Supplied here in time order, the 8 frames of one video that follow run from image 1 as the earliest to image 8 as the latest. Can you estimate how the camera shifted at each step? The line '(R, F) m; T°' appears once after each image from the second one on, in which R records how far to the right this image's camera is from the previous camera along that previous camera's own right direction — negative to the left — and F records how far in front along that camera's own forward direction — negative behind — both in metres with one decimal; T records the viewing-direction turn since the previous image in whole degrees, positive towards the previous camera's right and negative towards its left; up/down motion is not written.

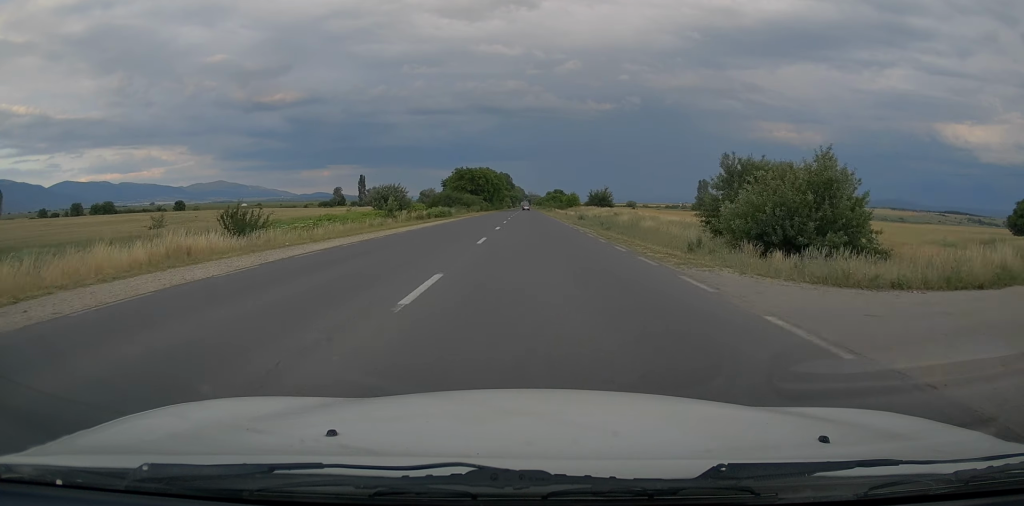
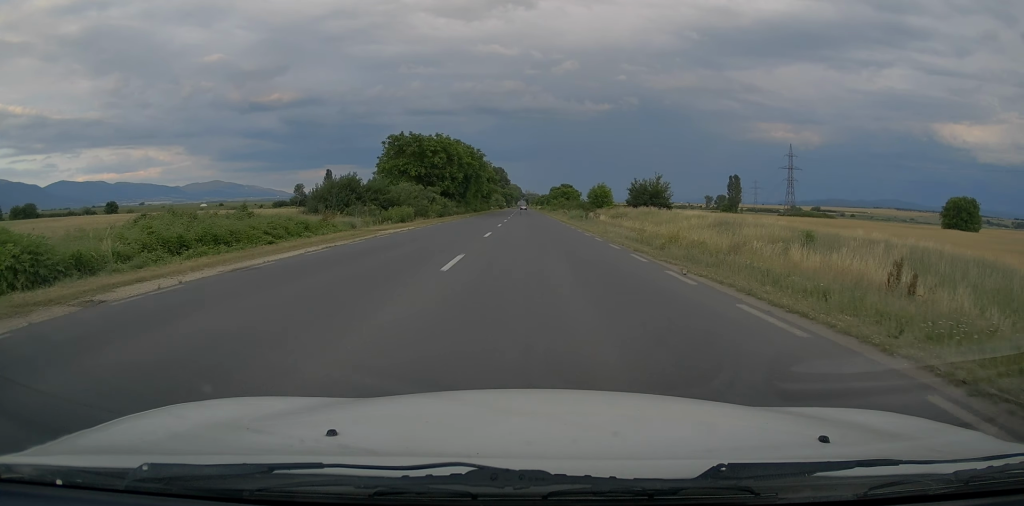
(+0.6, +63.2) m; +1°
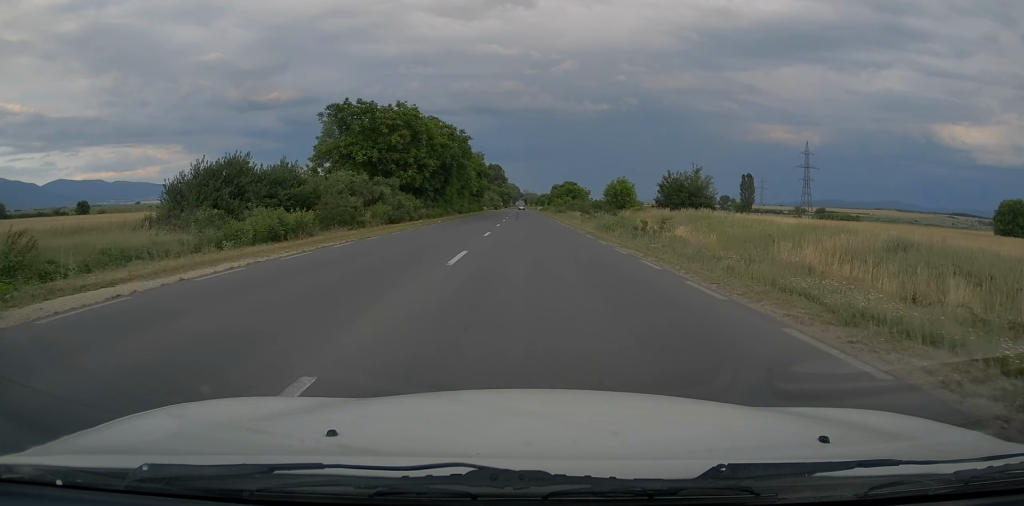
(0.0, +21.6) m; 0°
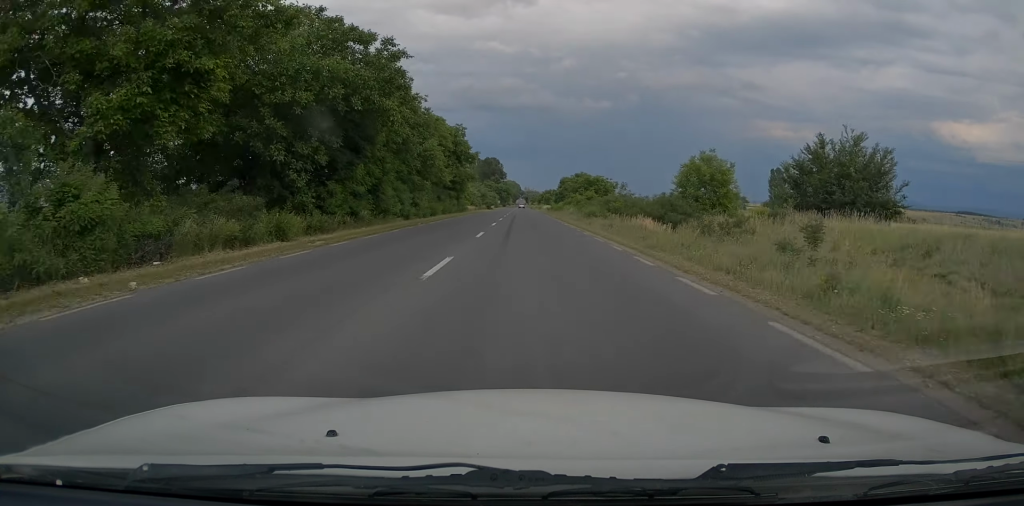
(0.0, +35.8) m; -1°
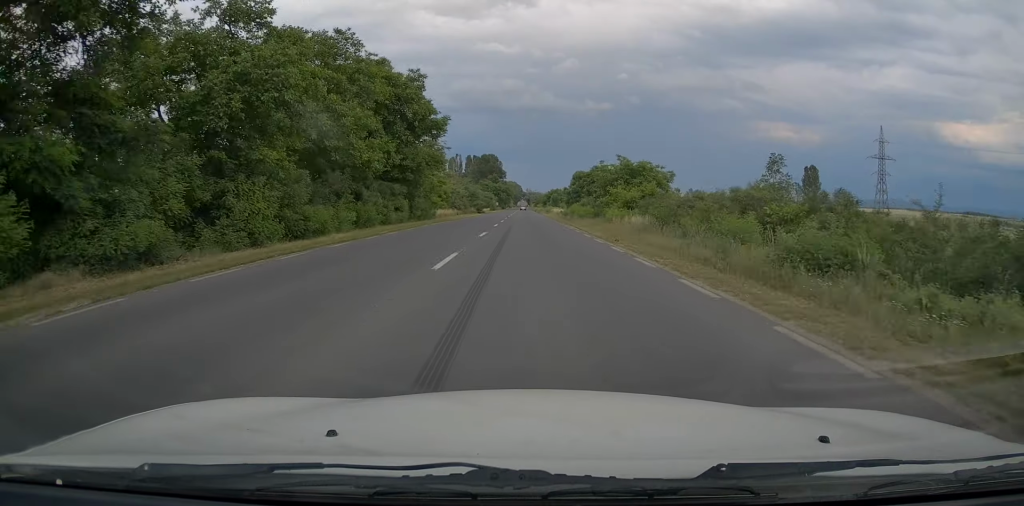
(-0.4, +32.1) m; 0°
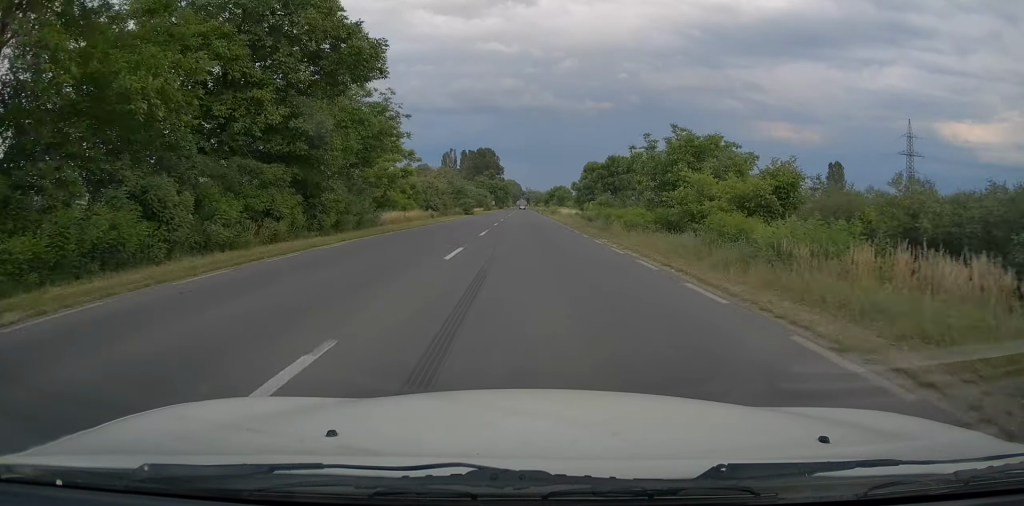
(+0.2, +20.6) m; +1°
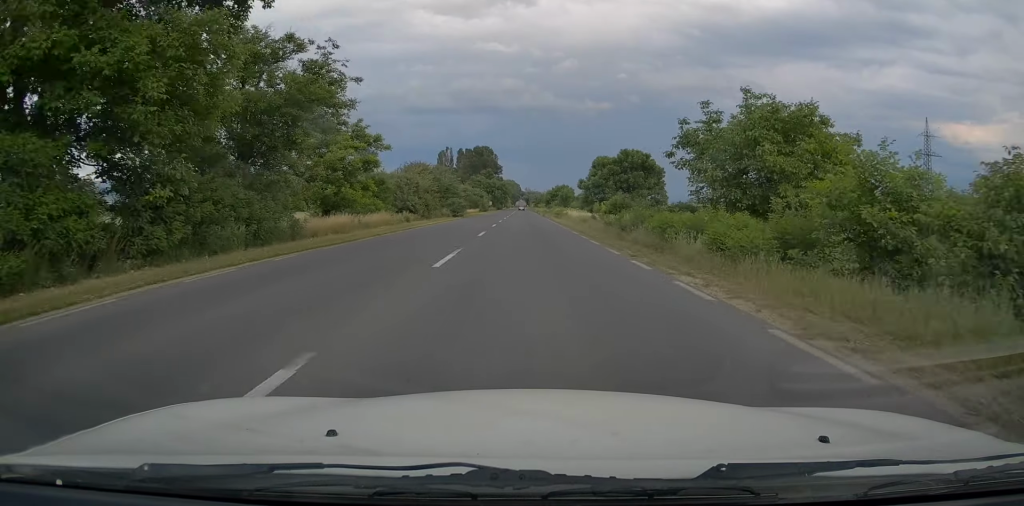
(0.0, +11.6) m; 0°
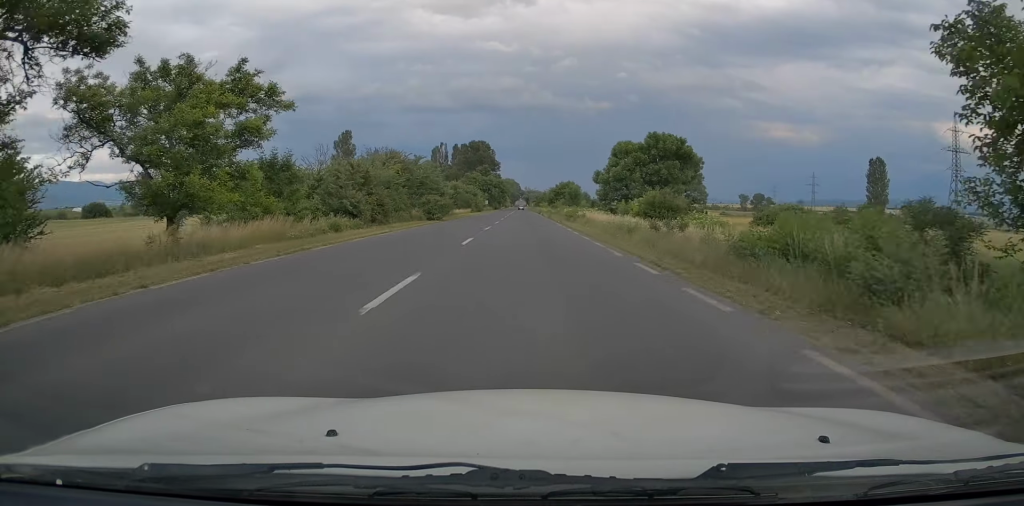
(+0.1, +17.0) m; -1°
